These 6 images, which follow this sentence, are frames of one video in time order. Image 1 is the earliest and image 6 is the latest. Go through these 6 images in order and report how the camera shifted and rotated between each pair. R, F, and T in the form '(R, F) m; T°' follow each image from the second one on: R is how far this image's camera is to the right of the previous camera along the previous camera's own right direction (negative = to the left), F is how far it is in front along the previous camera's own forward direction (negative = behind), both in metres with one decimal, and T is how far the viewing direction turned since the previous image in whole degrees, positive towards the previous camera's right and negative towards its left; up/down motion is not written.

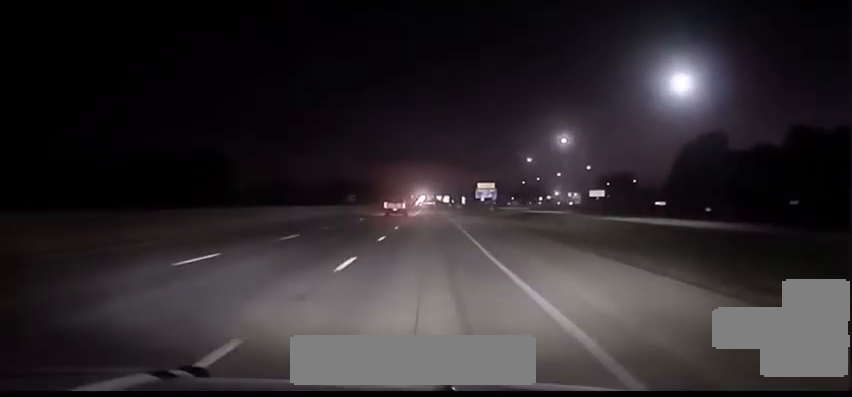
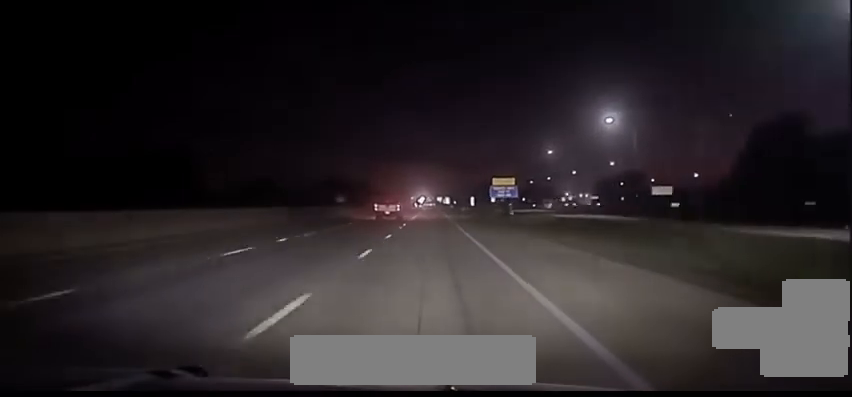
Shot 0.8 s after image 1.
(0.0, +36.0) m; 0°
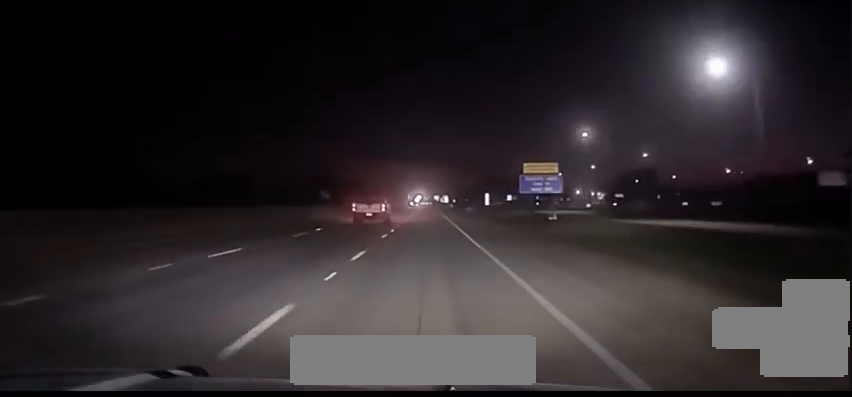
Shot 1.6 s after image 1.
(0.0, +43.4) m; 0°
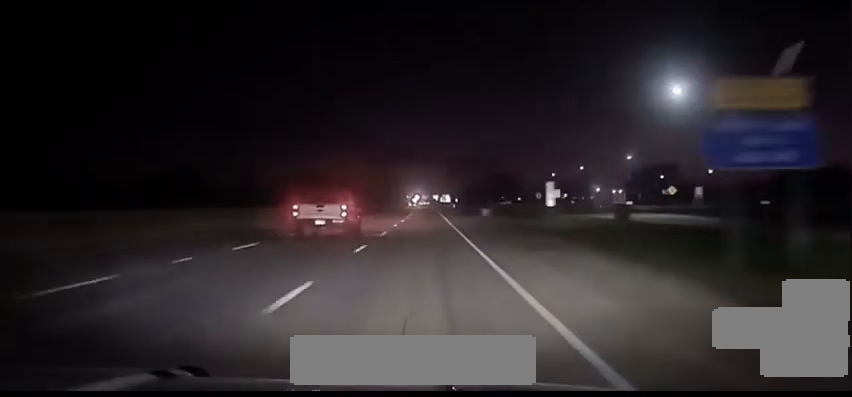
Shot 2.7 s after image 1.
(0.0, +48.9) m; 0°
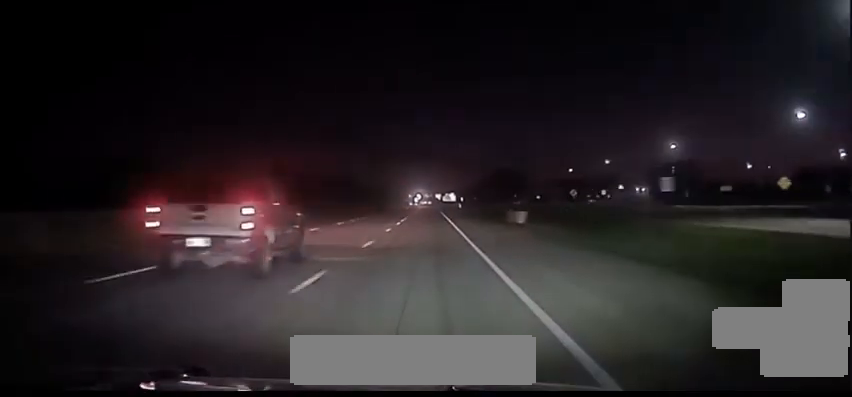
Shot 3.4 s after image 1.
(0.0, +34.6) m; 0°
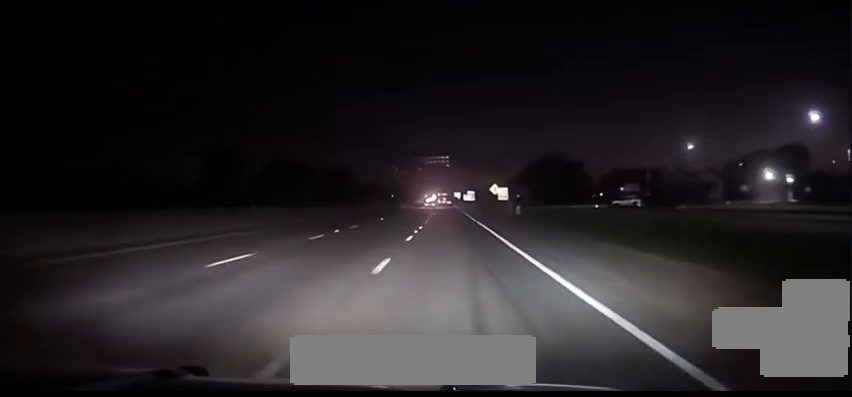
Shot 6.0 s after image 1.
(-1.1, +104.7) m; -1°
